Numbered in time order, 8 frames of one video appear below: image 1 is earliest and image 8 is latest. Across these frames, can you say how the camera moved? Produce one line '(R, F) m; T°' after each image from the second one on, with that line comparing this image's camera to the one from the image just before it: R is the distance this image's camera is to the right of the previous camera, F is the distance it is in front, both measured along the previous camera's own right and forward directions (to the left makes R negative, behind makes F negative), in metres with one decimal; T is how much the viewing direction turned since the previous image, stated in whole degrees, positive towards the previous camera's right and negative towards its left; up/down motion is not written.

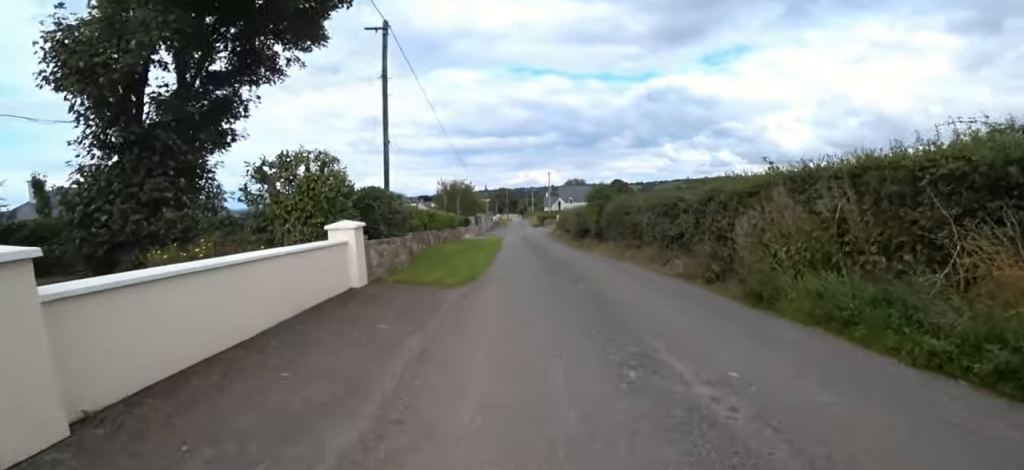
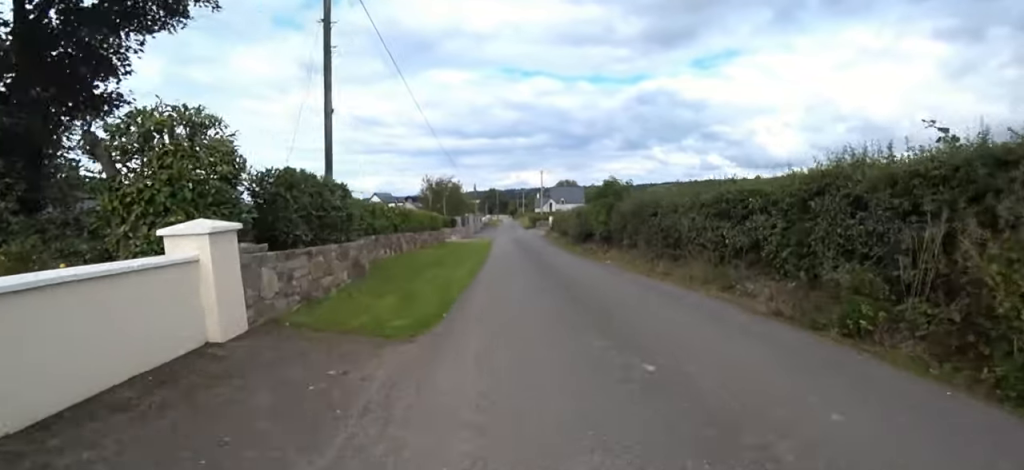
(0.0, +3.8) m; 0°
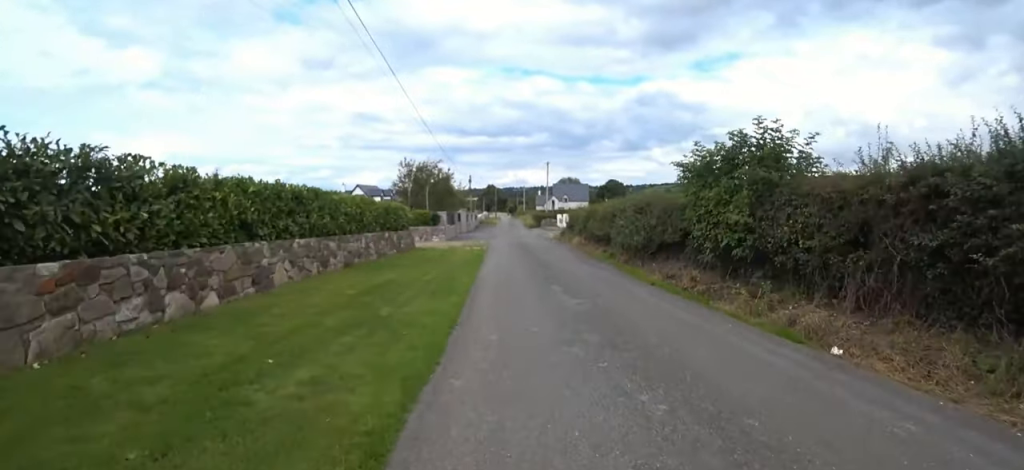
(0.0, +10.3) m; 0°
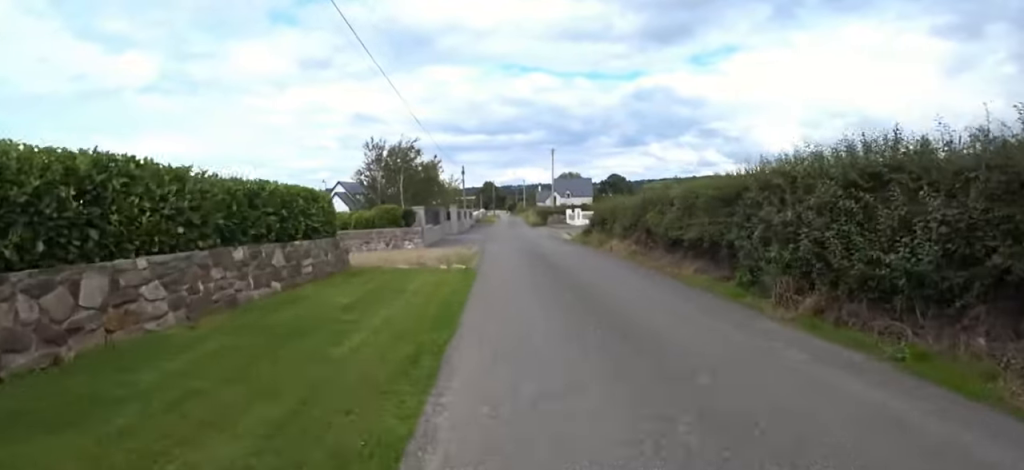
(0.0, +8.4) m; 0°
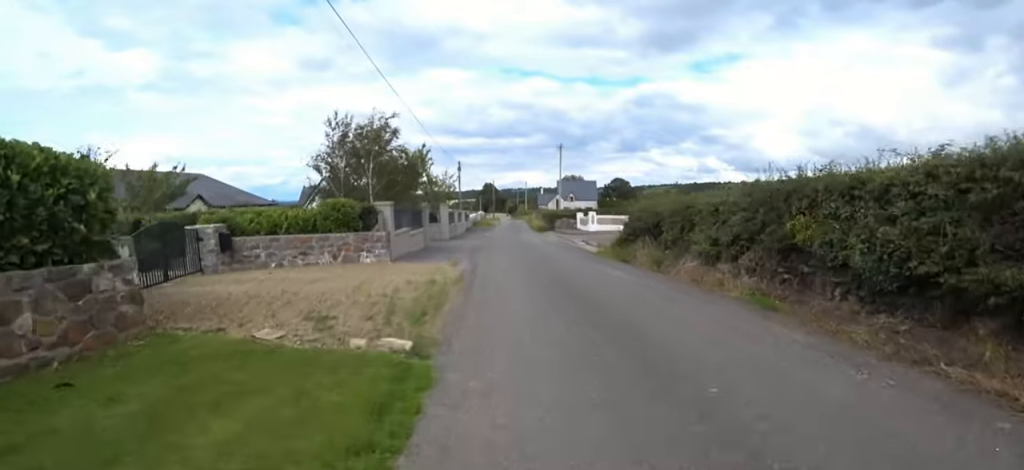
(0.0, +6.4) m; +3°
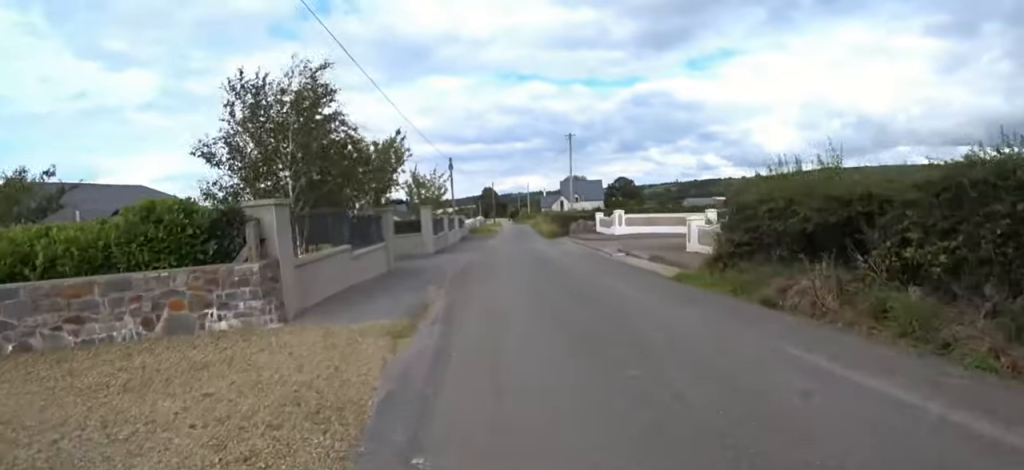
(+0.4, +7.6) m; +1°
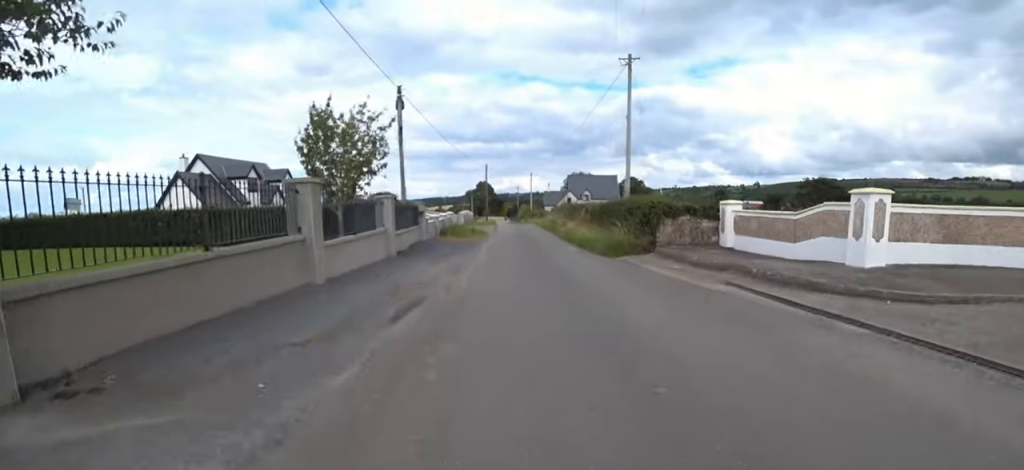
(+0.1, +19.2) m; 0°
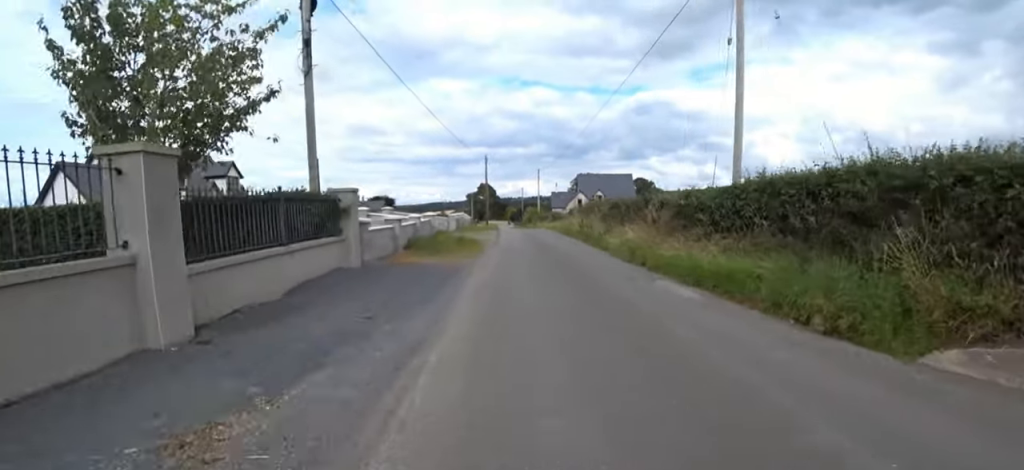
(-0.4, +9.9) m; 0°
